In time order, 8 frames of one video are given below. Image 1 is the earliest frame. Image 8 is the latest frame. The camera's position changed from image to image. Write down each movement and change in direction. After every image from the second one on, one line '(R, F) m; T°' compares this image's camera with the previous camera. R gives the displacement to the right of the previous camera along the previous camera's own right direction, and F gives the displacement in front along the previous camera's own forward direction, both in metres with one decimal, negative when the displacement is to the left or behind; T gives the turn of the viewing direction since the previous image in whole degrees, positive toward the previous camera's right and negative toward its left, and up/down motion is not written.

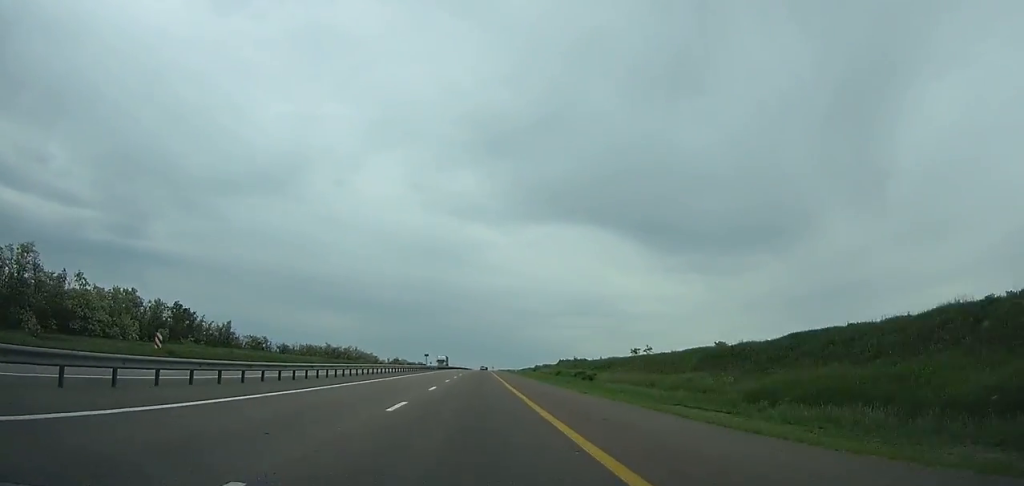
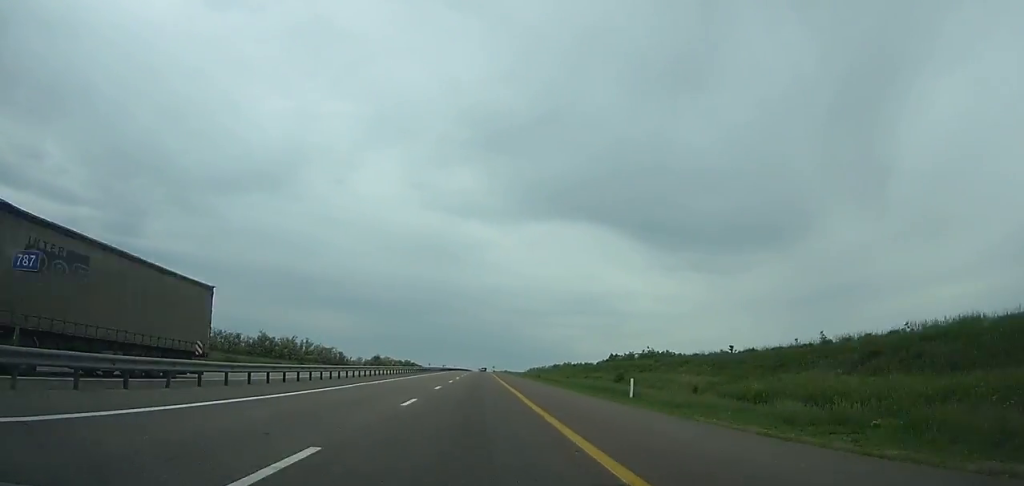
(+0.1, +79.4) m; 0°
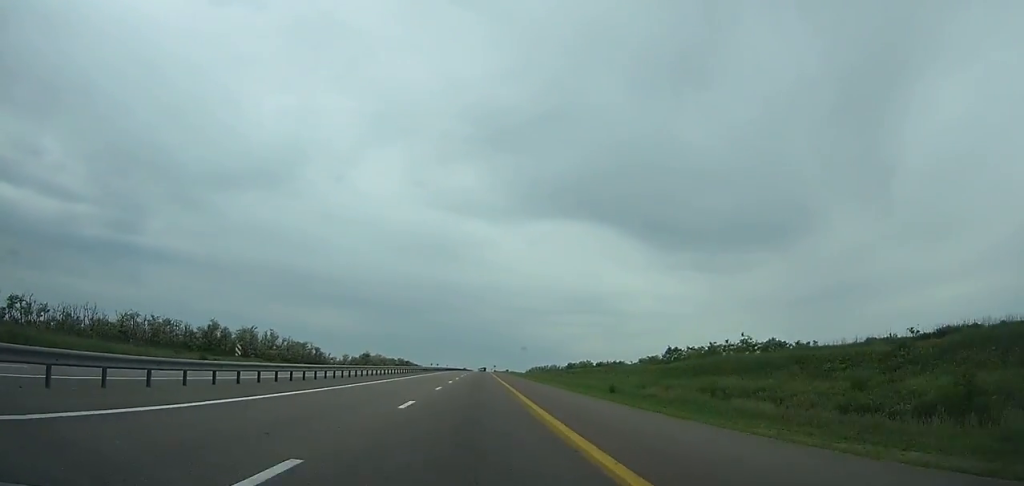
(0.0, +35.9) m; 0°
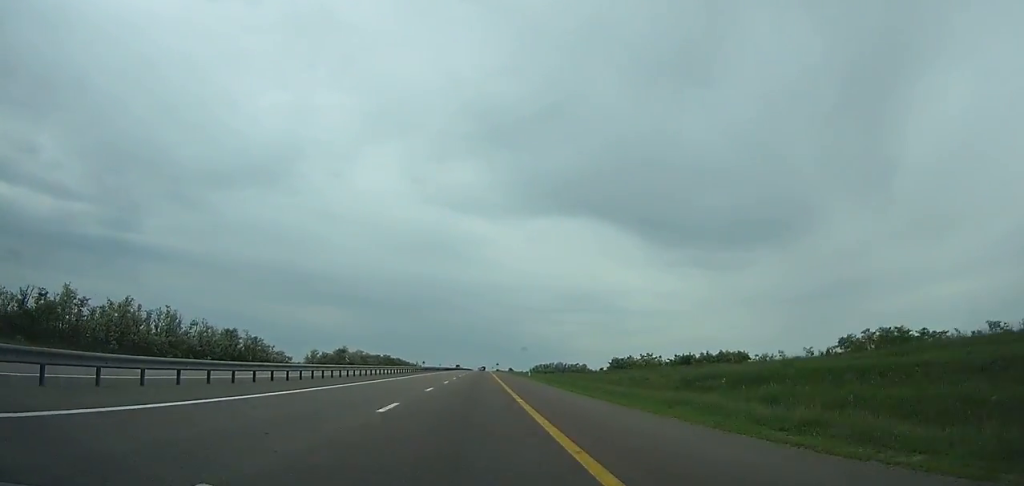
(+0.1, +59.9) m; 0°
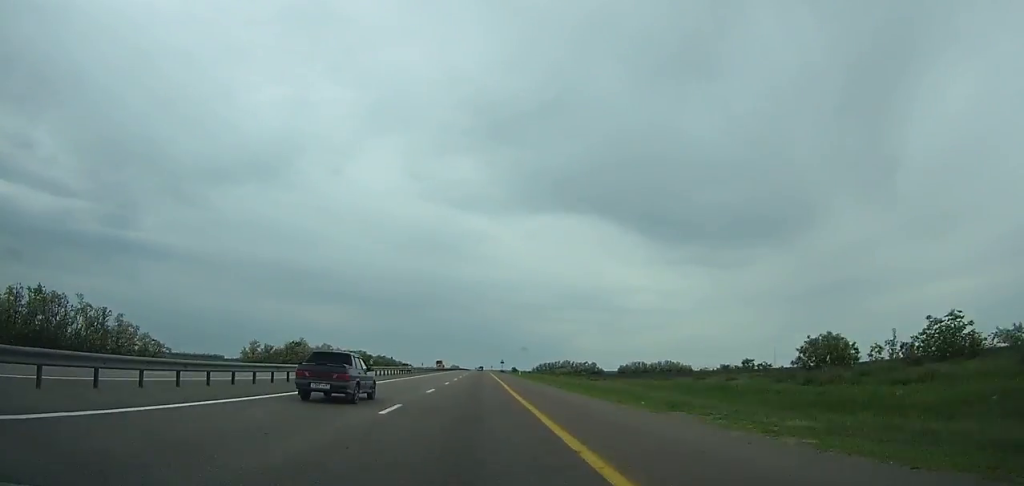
(+0.3, +73.6) m; 0°
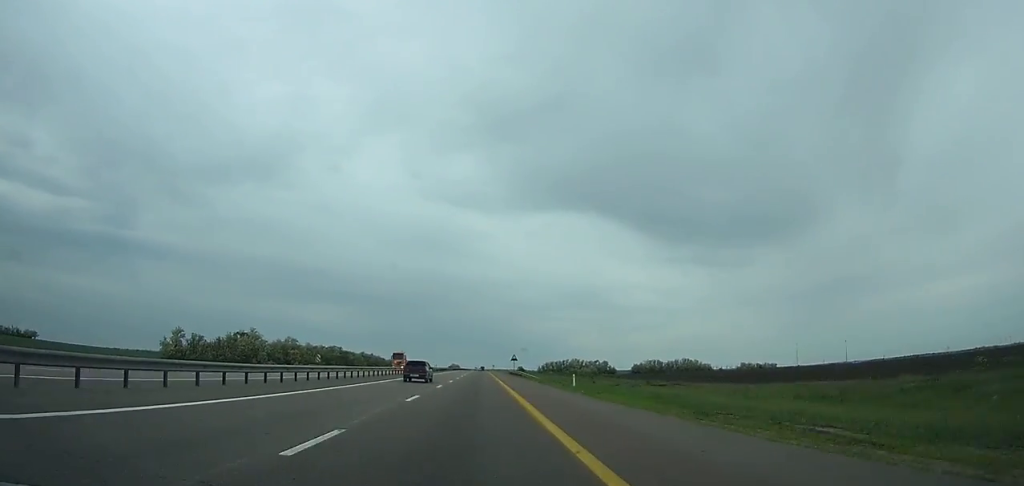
(0.0, +55.5) m; 0°
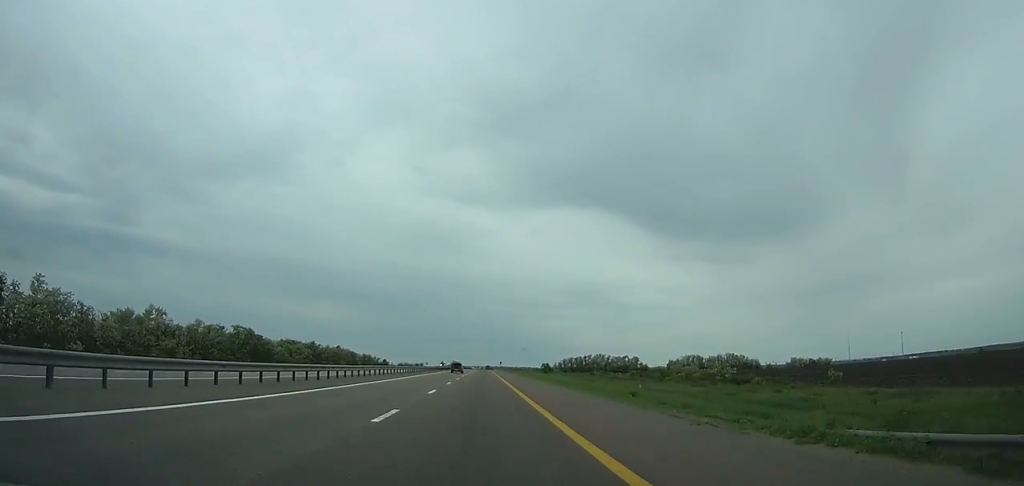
(-0.2, +107.6) m; 0°
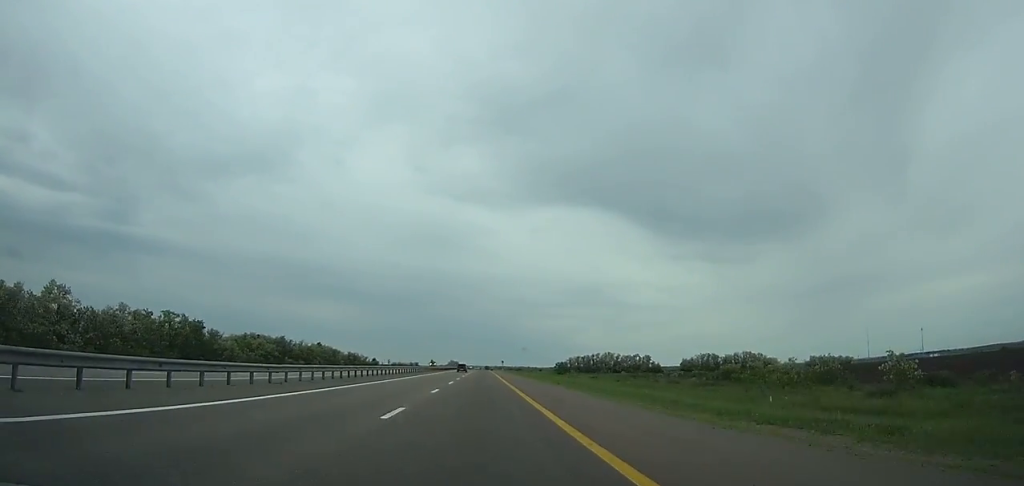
(0.0, +34.6) m; 0°
